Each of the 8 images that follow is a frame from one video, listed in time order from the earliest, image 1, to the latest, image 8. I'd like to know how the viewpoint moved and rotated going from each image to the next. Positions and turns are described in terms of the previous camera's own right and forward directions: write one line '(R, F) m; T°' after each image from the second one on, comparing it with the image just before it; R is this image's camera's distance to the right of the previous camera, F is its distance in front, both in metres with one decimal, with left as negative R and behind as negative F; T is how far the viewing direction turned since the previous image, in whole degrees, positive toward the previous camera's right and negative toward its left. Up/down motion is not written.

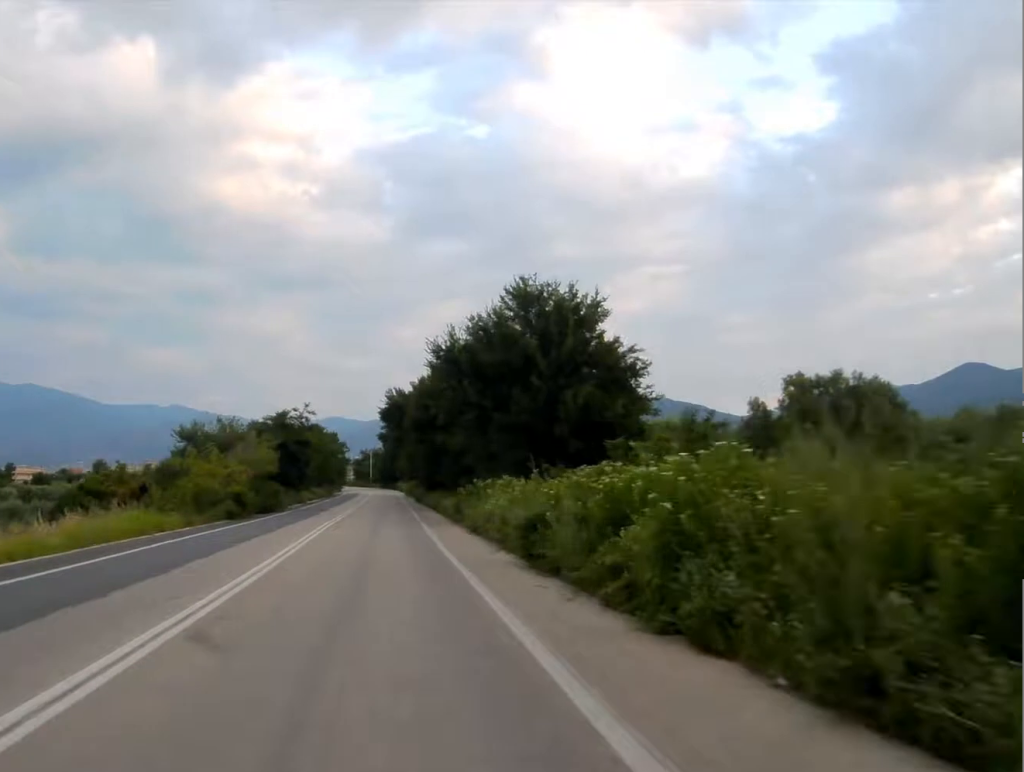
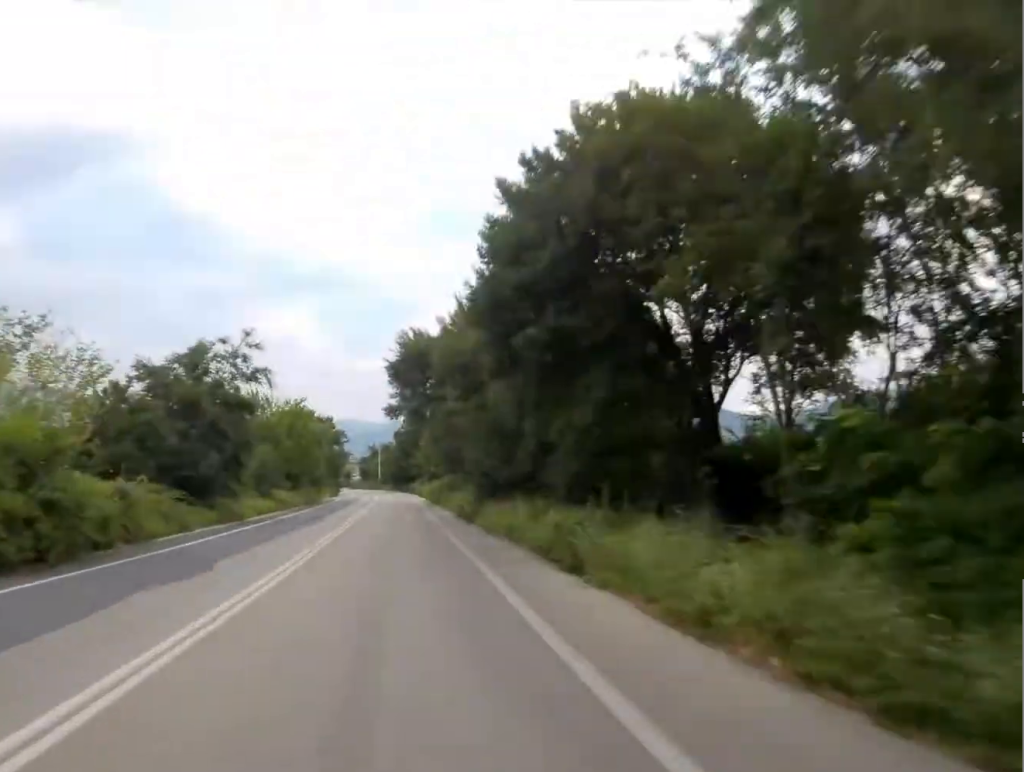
(-0.1, +37.8) m; 0°
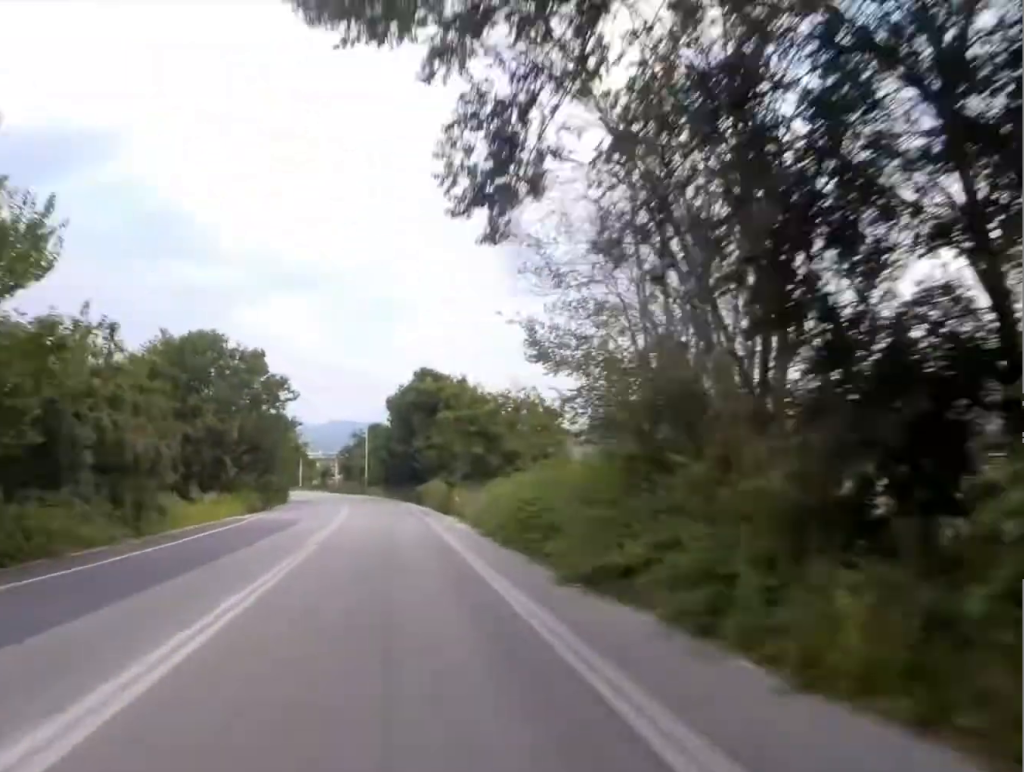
(0.0, +57.6) m; 0°
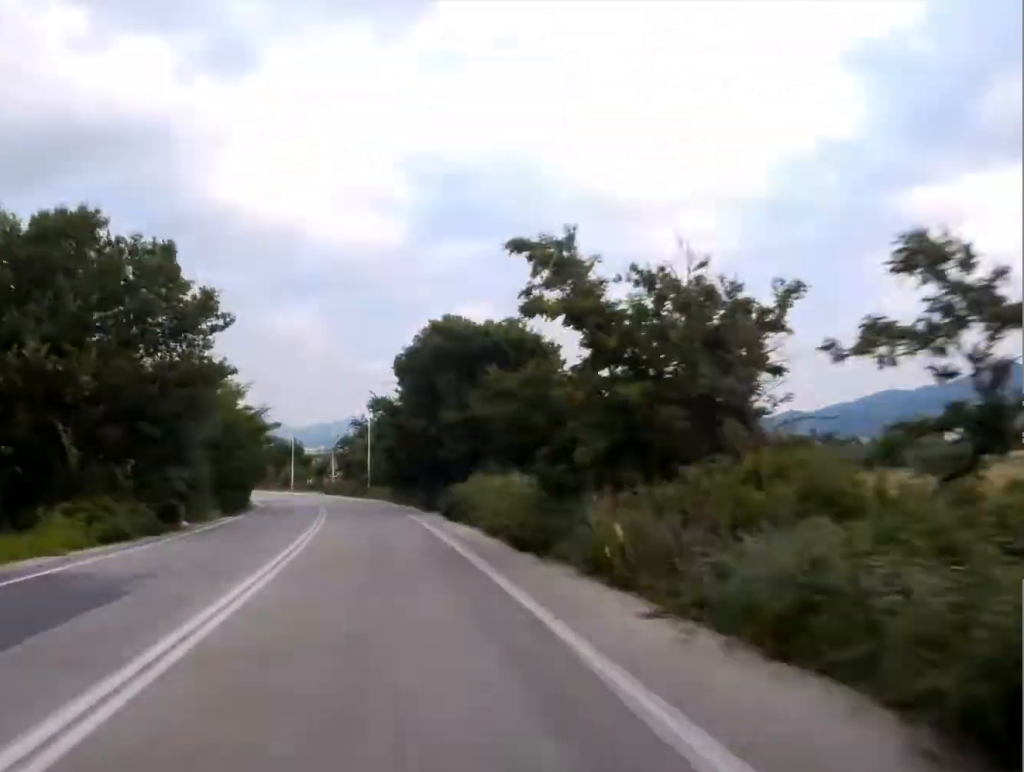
(-0.1, +27.6) m; -1°
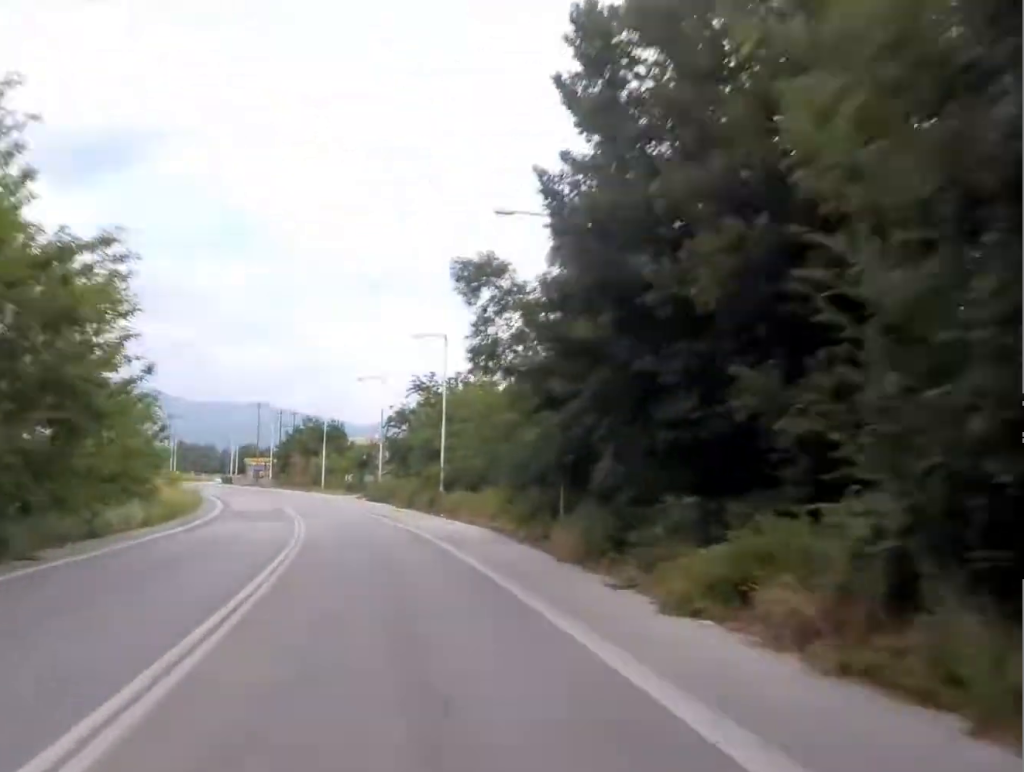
(-0.8, +45.3) m; -4°
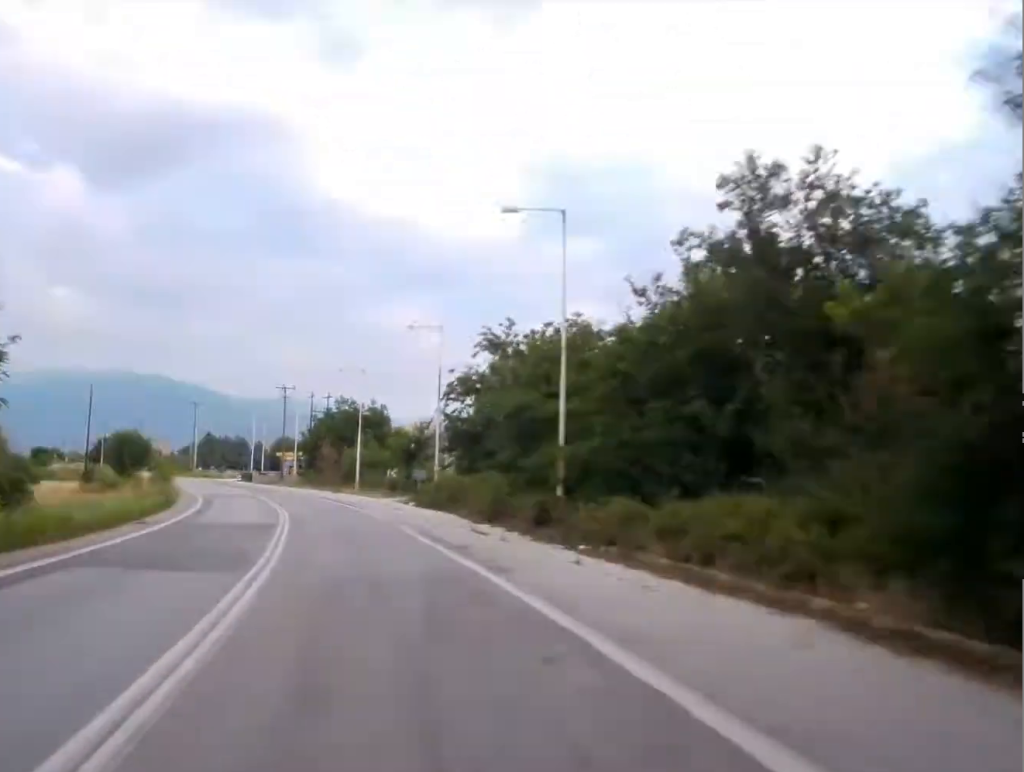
(+0.2, +22.3) m; -3°
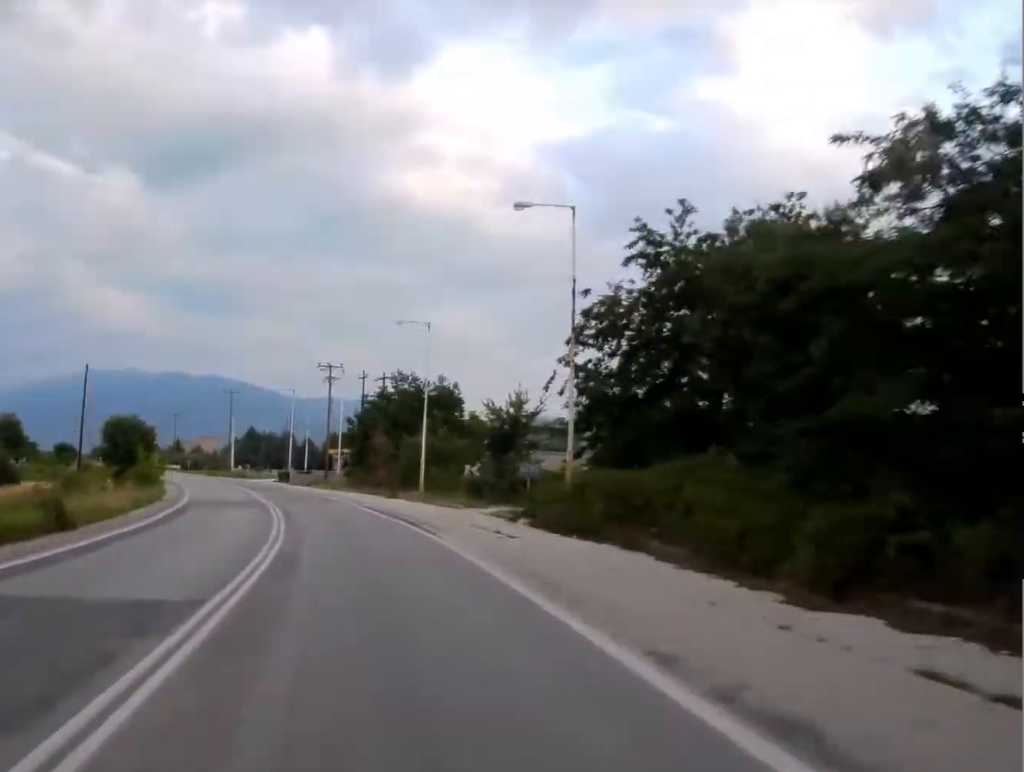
(-1.5, +22.0) m; -4°
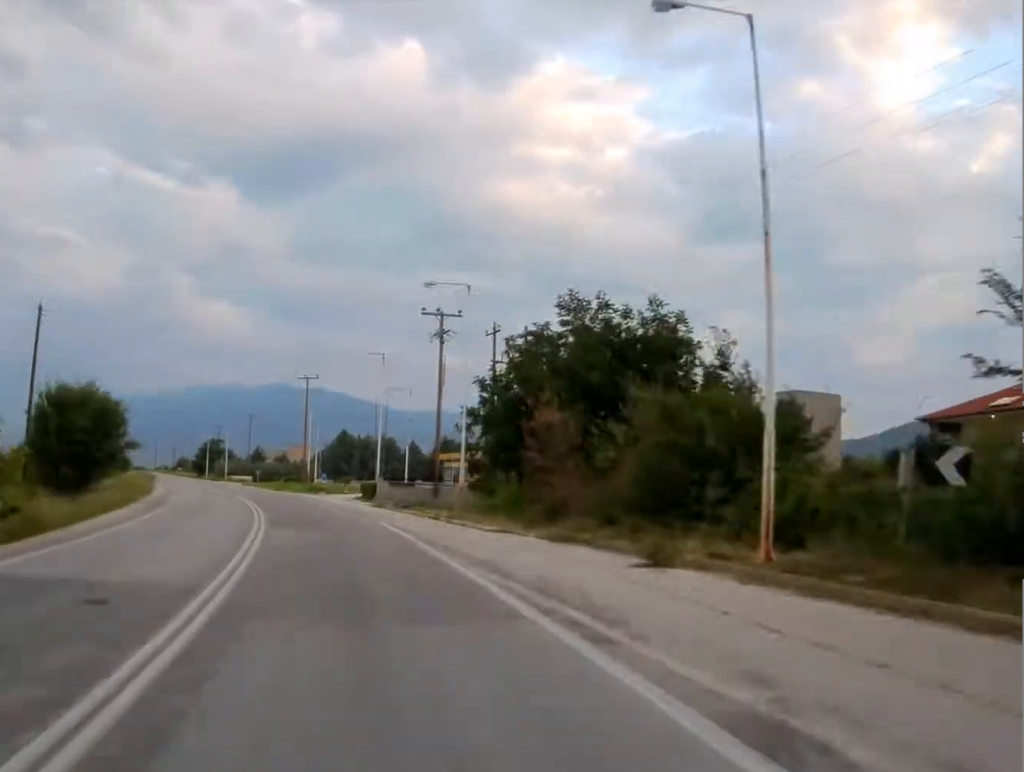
(-1.9, +35.3) m; -6°
